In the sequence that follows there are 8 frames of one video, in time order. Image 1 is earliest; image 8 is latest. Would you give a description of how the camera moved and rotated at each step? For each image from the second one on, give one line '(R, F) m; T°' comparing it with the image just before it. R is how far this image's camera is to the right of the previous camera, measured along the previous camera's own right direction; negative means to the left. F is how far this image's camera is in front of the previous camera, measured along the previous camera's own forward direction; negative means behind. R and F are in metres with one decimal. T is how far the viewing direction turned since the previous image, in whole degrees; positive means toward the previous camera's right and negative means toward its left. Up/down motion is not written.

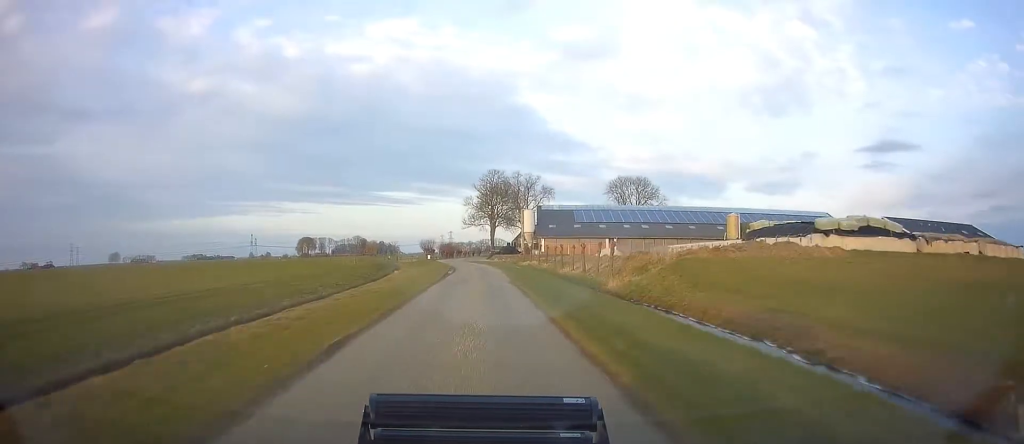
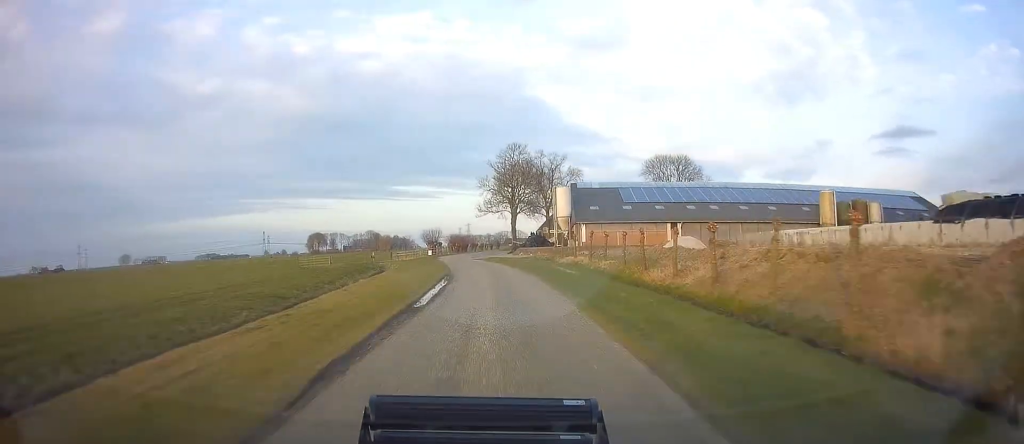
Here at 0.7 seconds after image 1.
(0.0, +25.1) m; -1°
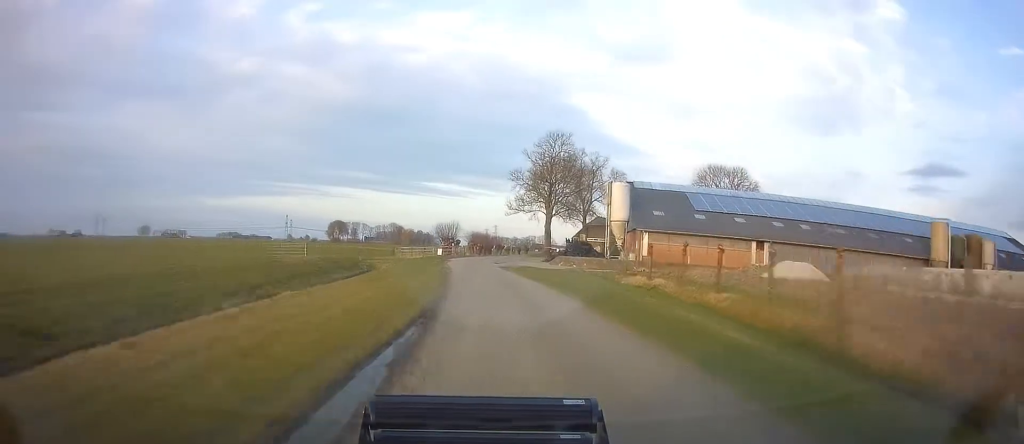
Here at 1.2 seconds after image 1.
(-0.4, +17.0) m; 0°
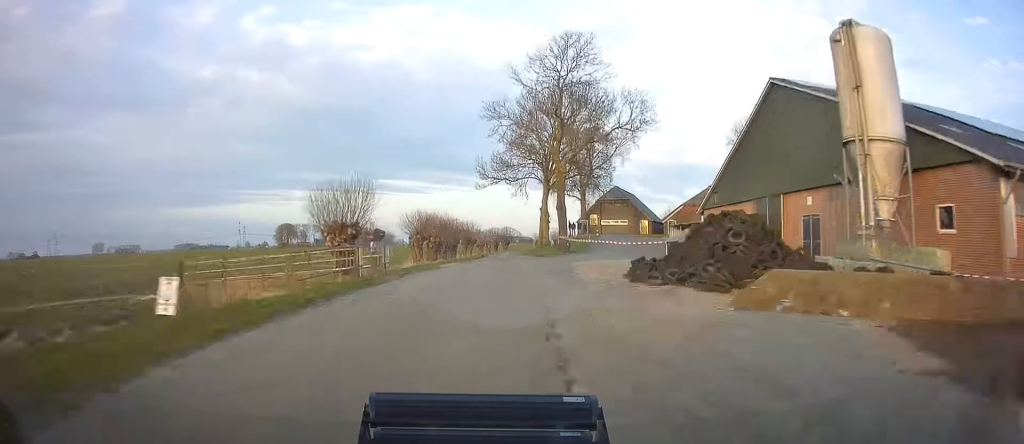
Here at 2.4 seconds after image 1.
(-0.1, +42.6) m; +1°
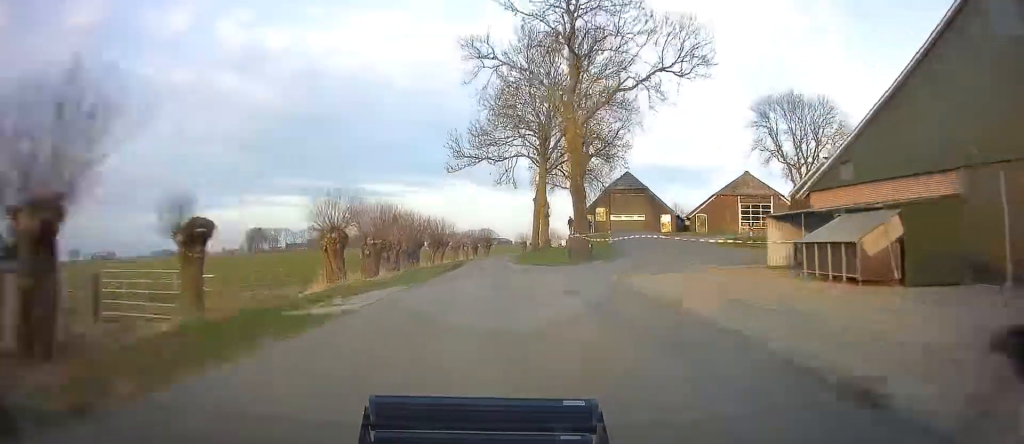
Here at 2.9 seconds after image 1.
(+0.2, +18.8) m; +1°
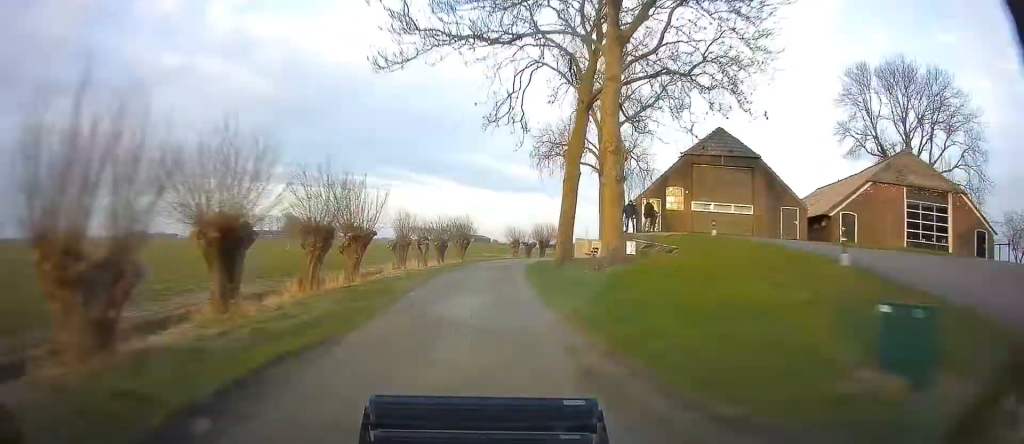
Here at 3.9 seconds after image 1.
(+0.7, +29.6) m; +3°
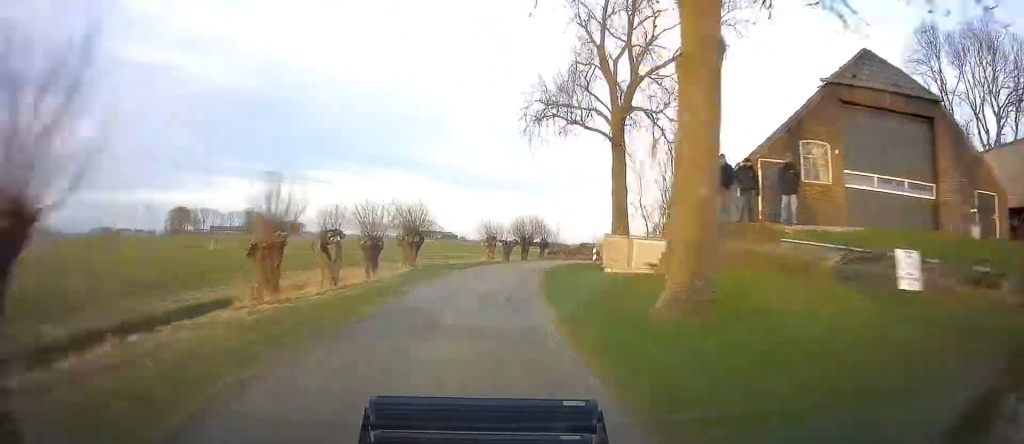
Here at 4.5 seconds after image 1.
(0.0, +17.8) m; +3°
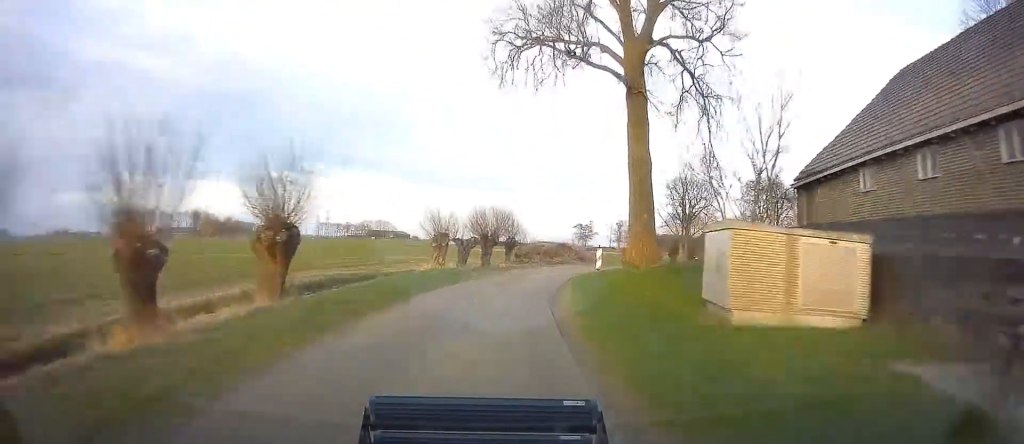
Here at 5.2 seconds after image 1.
(+1.1, +15.6) m; +6°
